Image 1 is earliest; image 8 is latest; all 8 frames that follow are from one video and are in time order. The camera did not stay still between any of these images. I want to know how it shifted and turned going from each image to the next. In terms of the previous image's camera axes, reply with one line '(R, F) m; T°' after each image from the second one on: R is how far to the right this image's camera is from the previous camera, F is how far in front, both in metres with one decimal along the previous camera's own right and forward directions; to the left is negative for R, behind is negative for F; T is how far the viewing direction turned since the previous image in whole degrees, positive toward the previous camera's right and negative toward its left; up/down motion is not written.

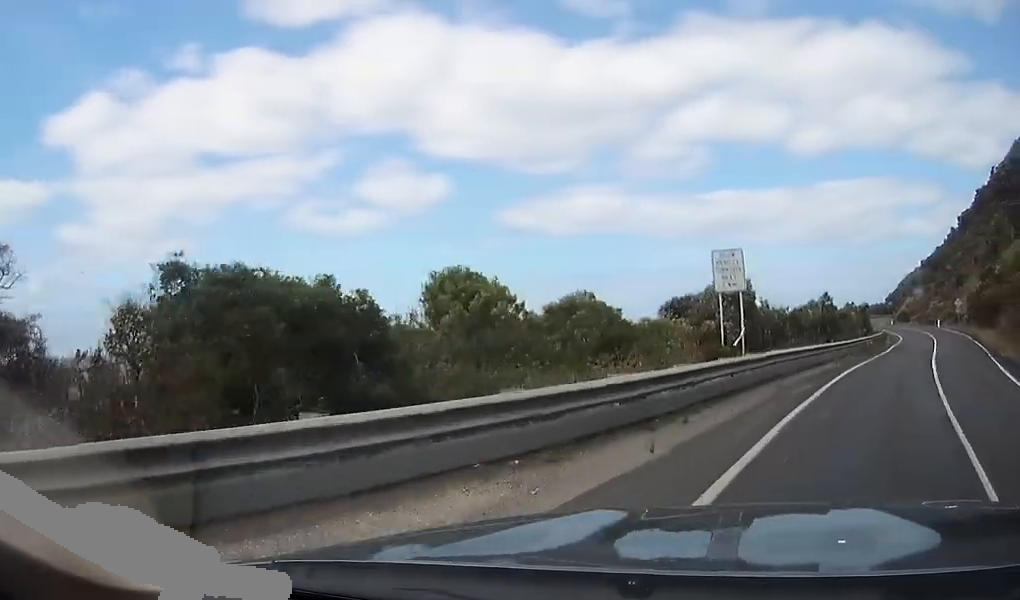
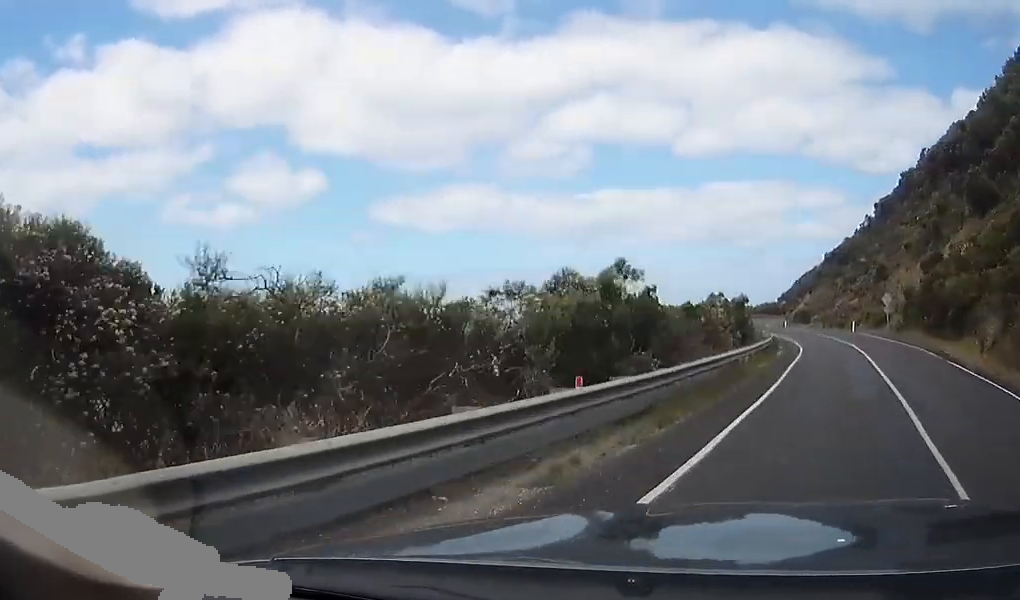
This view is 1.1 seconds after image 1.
(+0.8, +20.4) m; +1°
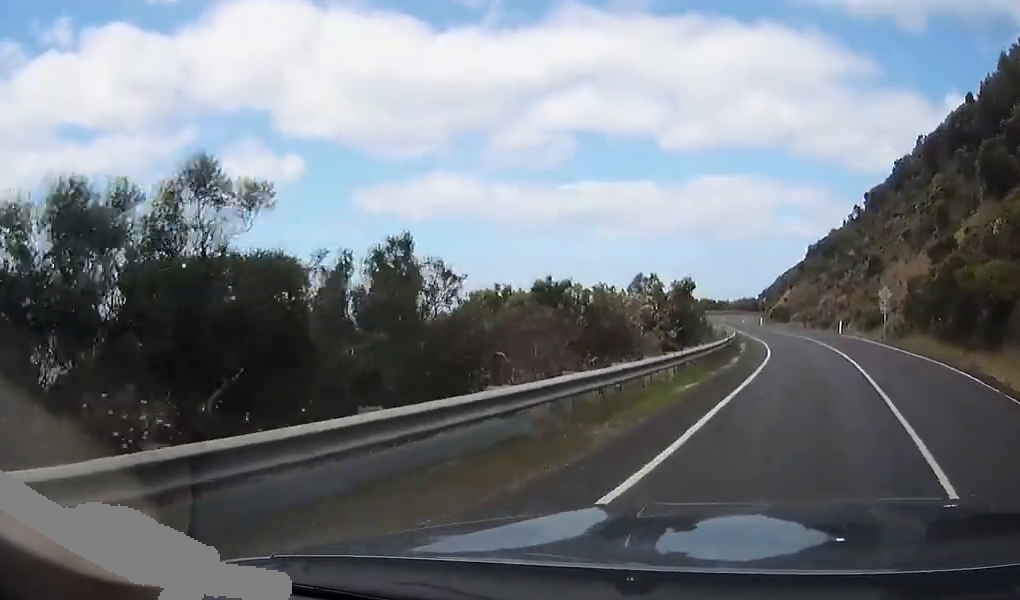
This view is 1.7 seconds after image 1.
(-0.1, +11.5) m; -2°
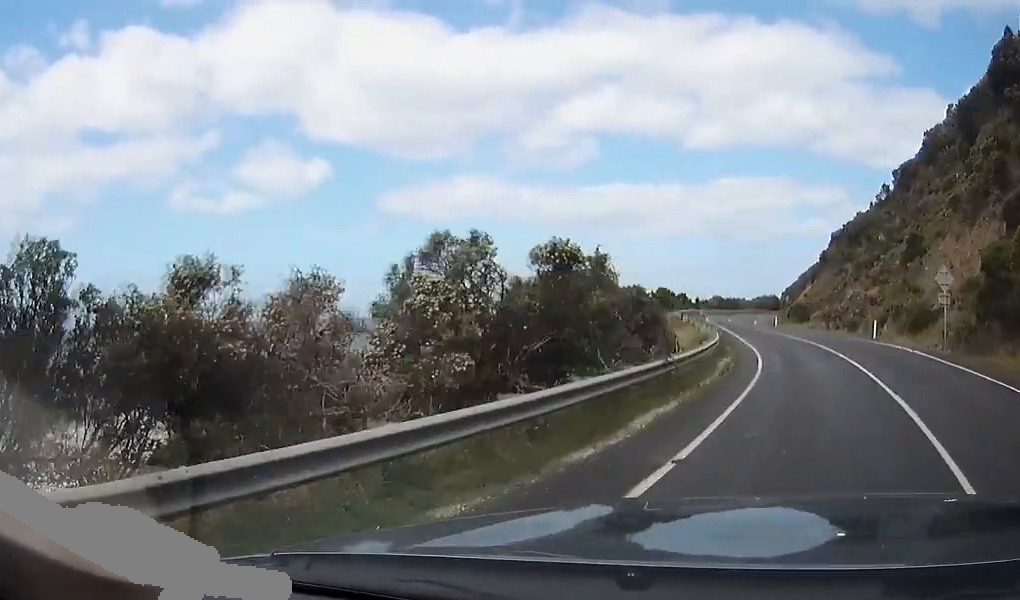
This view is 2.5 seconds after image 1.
(-0.4, +15.7) m; -4°
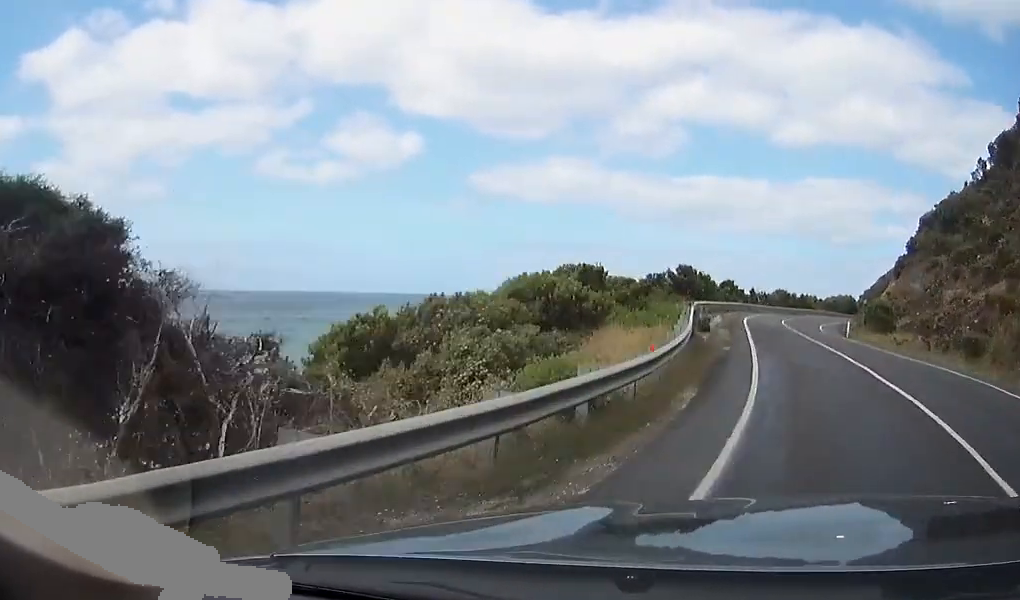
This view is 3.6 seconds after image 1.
(-1.4, +22.4) m; -5°
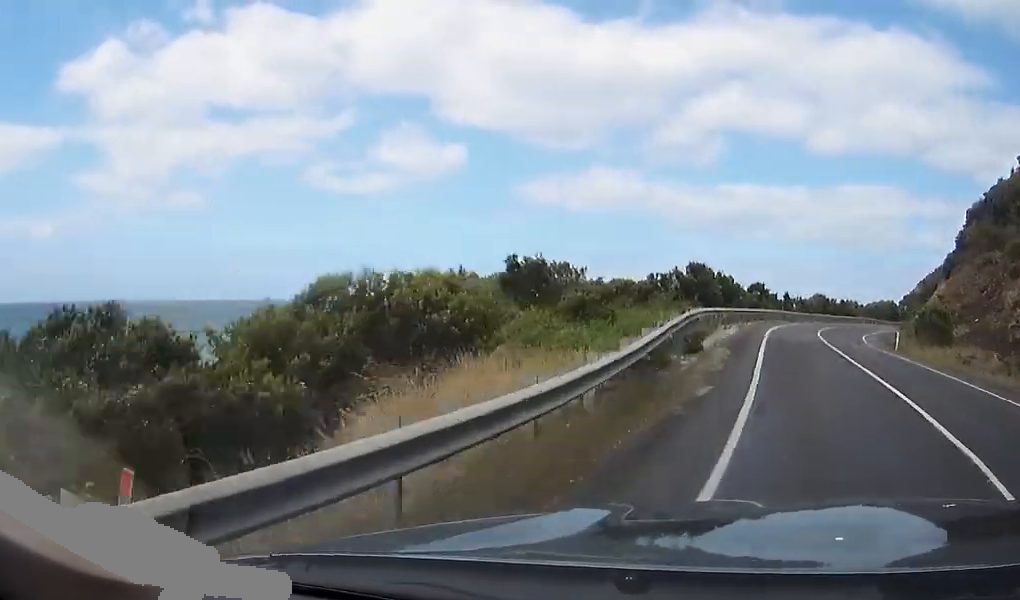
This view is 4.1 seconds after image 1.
(-0.5, +9.1) m; 0°
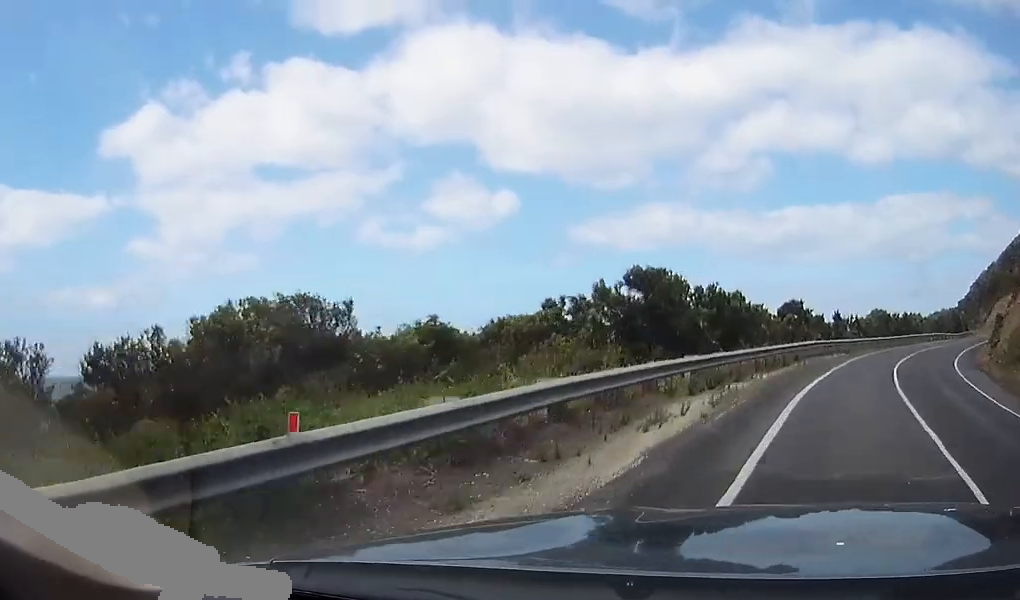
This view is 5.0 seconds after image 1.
(+0.3, +18.2) m; +4°
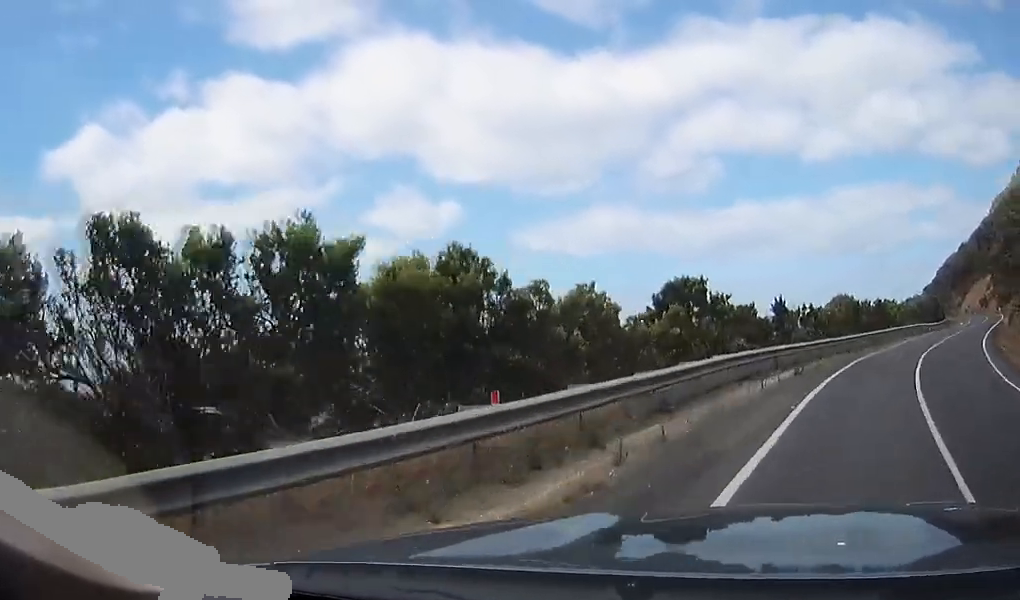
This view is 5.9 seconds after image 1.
(+1.0, +16.9) m; +7°
